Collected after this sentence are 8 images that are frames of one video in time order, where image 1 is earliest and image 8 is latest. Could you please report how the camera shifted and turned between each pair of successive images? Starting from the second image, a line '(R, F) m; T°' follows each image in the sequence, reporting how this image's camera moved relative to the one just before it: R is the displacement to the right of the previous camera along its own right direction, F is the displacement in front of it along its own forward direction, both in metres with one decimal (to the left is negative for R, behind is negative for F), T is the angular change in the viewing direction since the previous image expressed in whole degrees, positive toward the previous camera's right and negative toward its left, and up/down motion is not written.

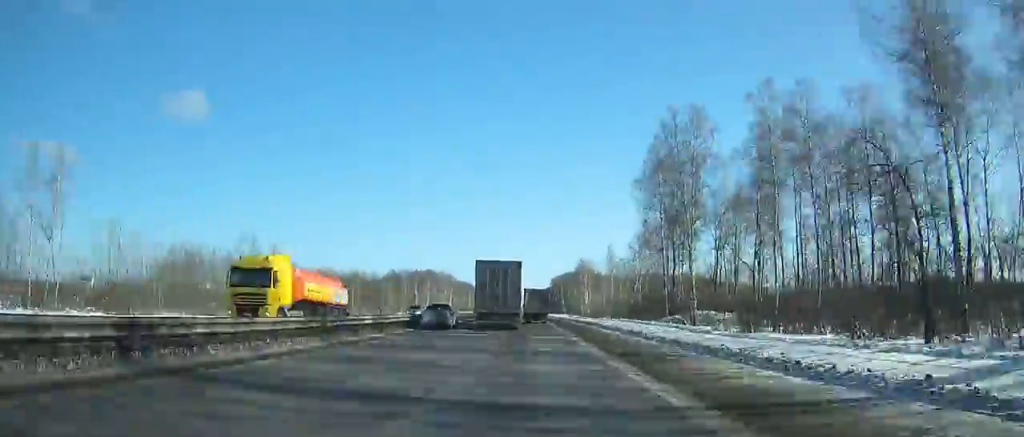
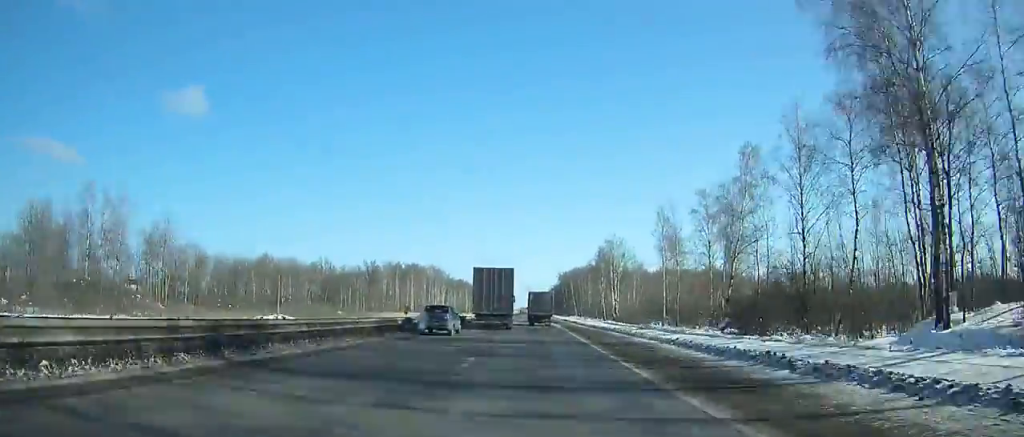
(-0.1, +45.7) m; 0°
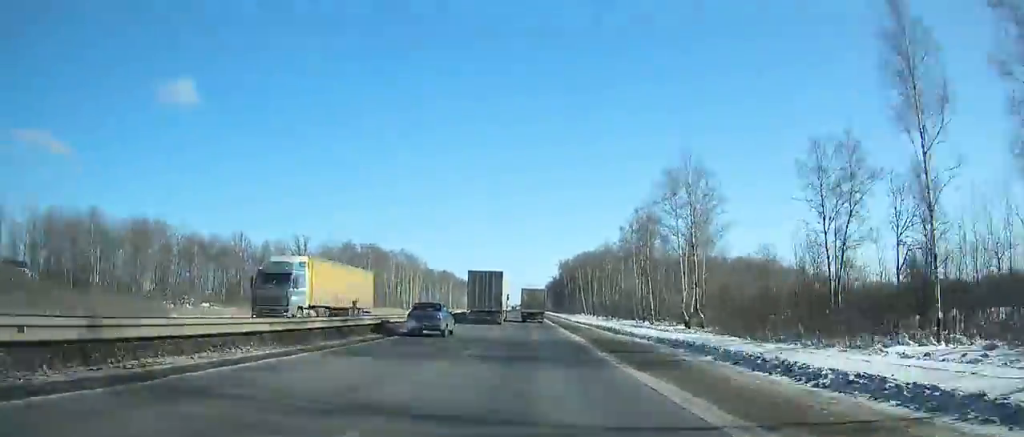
(-0.3, +58.5) m; 0°
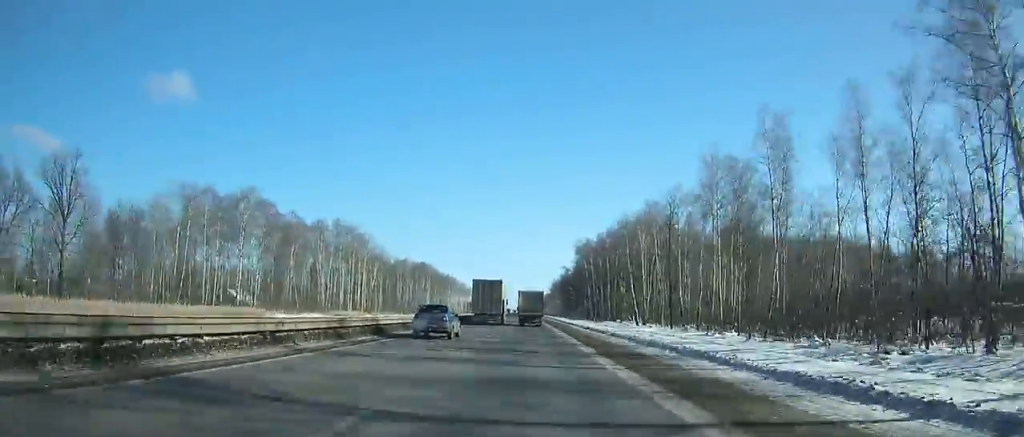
(+0.2, +81.8) m; 0°
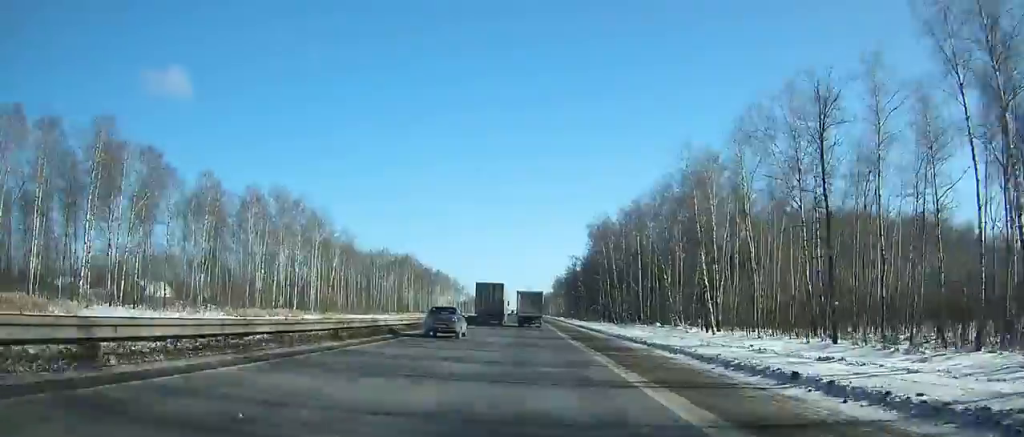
(0.0, +39.0) m; 0°
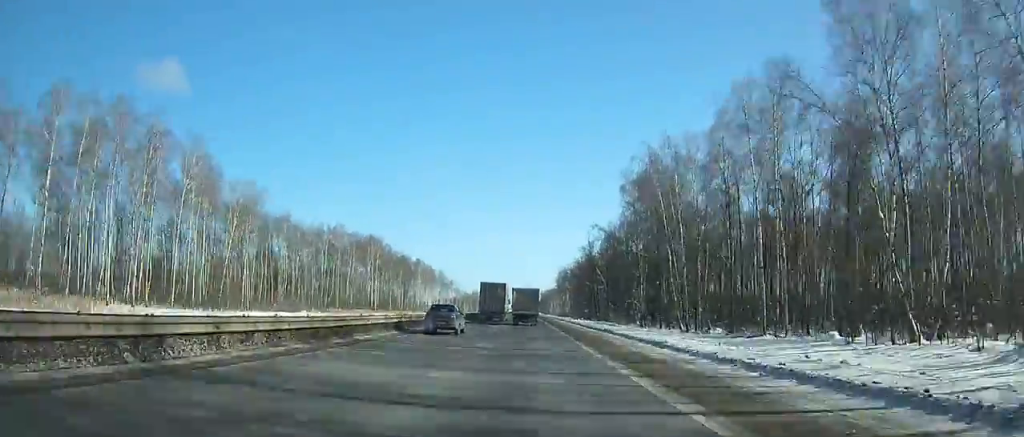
(-0.1, +51.5) m; 0°
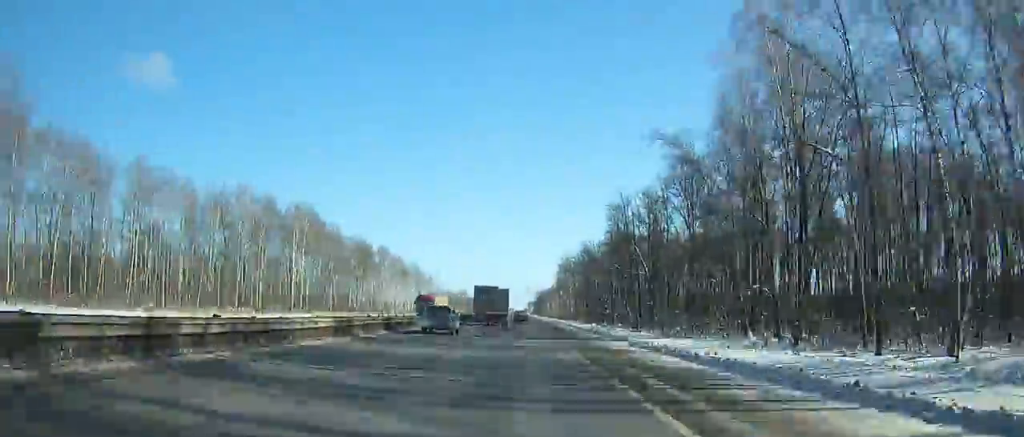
(+0.1, +53.3) m; -1°
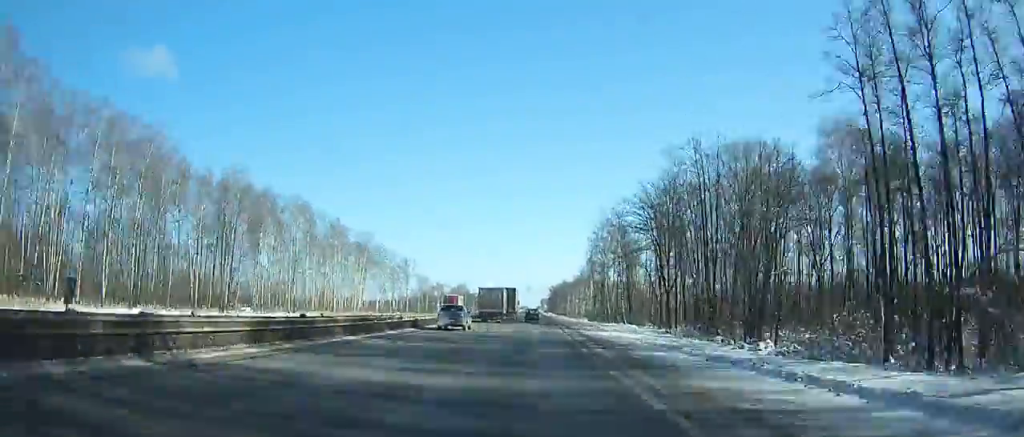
(-0.9, +83.6) m; 0°
